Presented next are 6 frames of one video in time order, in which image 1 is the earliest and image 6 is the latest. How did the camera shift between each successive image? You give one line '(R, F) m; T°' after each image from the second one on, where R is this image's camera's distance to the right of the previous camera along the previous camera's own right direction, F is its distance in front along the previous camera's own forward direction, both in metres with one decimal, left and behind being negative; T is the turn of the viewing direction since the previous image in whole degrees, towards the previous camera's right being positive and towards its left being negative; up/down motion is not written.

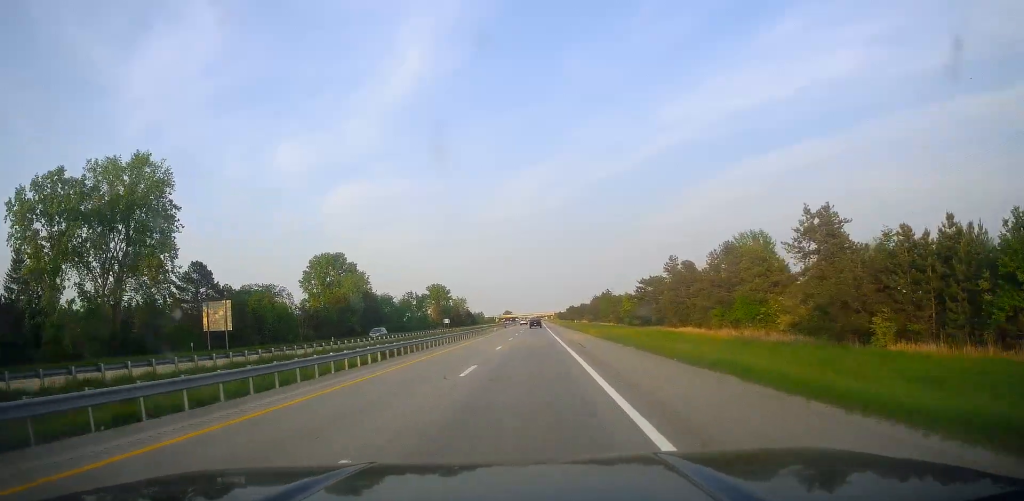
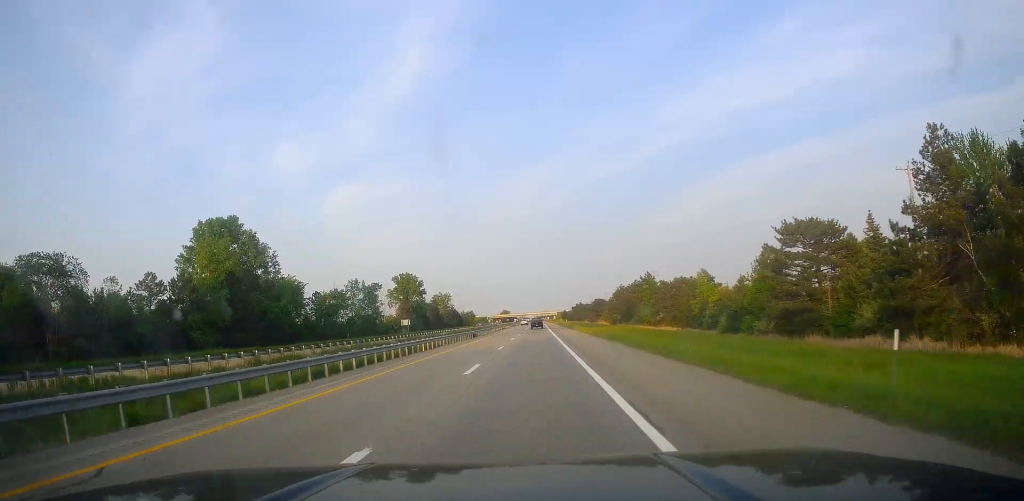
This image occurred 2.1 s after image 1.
(-1.2, +74.9) m; -1°
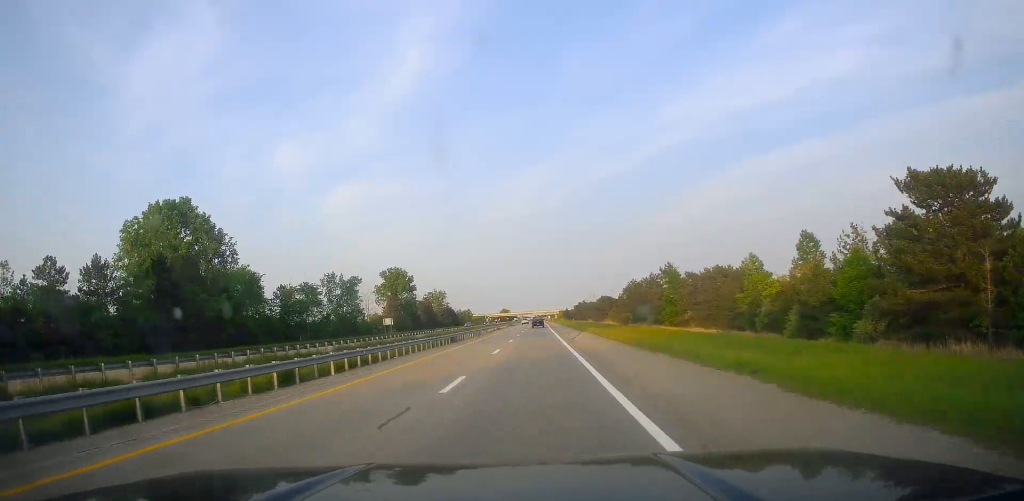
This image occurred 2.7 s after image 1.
(0.0, +20.3) m; 0°
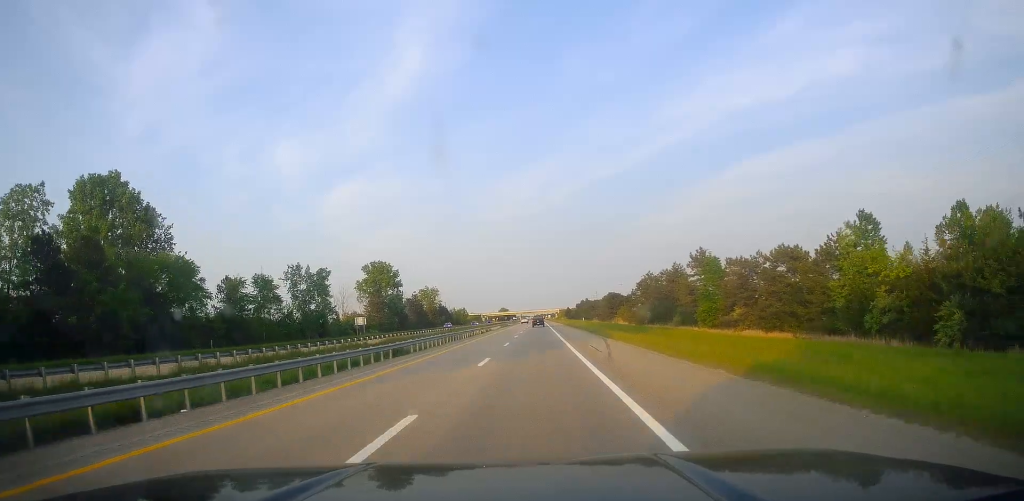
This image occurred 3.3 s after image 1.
(0.0, +22.6) m; +1°
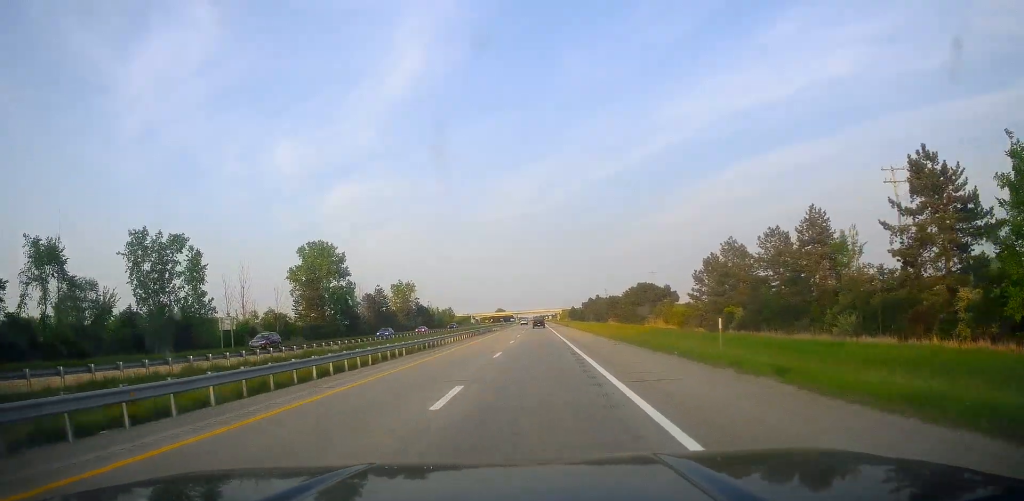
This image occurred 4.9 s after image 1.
(+0.7, +56.0) m; +1°
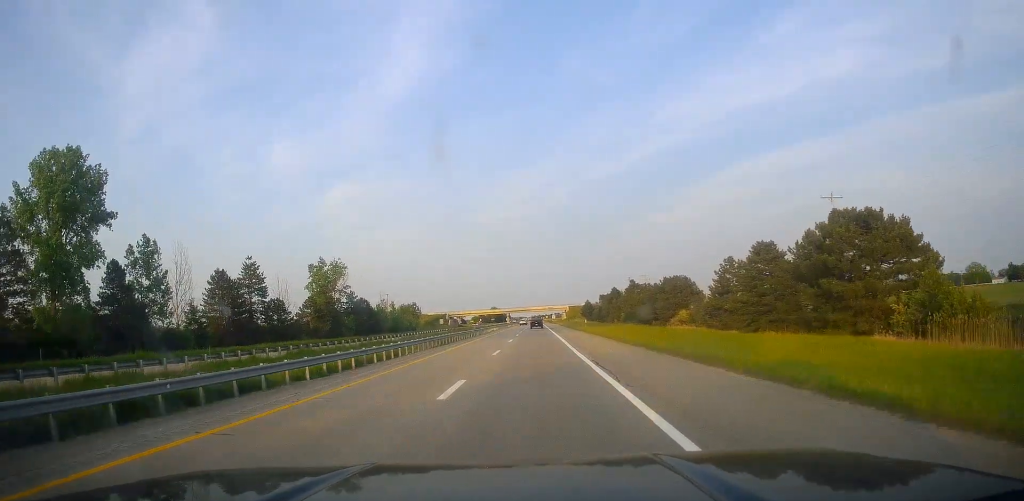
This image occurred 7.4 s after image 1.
(-0.3, +89.6) m; -1°
